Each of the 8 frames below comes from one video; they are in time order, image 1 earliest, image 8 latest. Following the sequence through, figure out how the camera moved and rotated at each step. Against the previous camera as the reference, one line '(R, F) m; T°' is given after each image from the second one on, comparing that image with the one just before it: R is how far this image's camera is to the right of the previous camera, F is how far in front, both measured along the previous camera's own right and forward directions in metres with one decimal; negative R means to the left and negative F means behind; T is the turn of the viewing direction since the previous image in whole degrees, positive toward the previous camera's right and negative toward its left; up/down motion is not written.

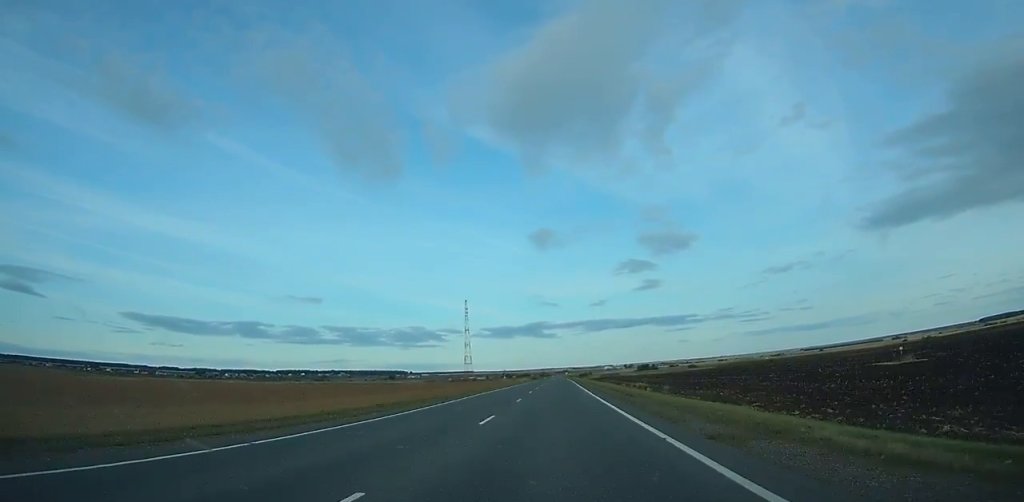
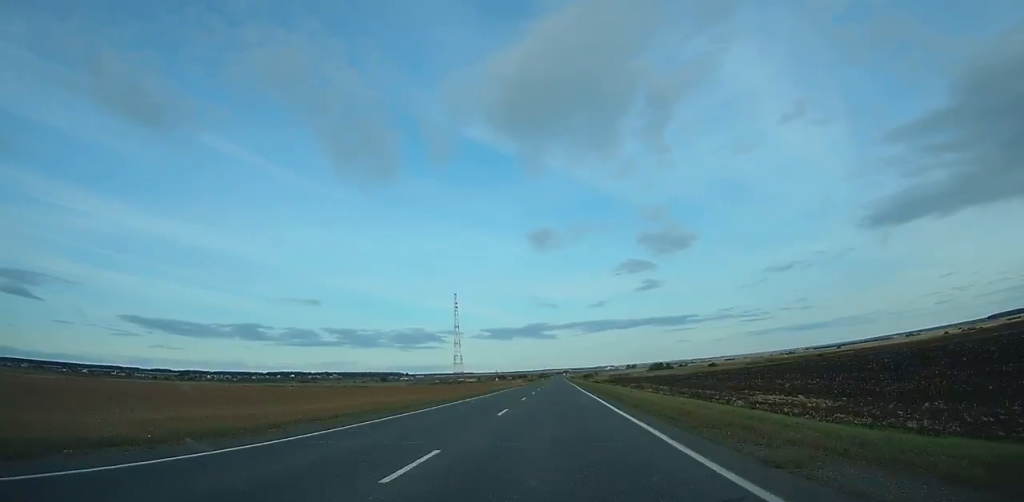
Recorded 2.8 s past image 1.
(+0.1, +82.3) m; 0°
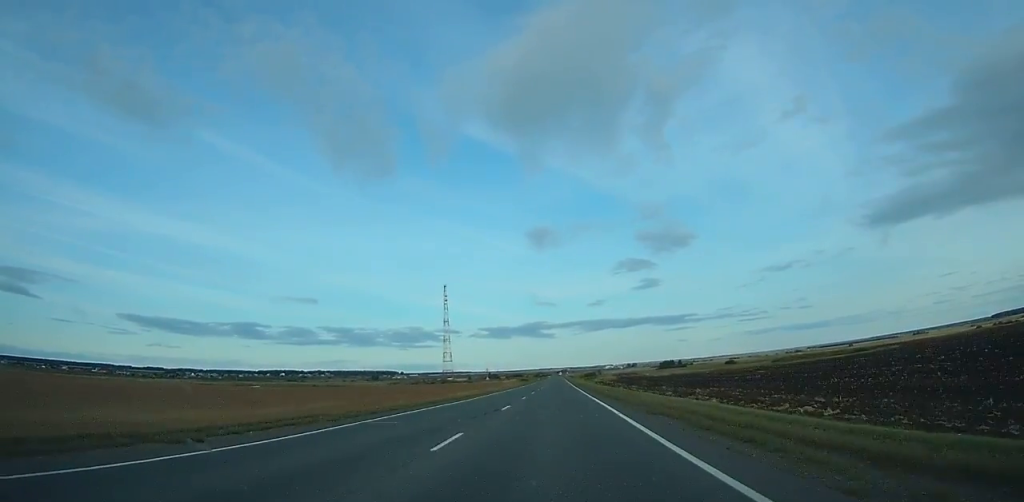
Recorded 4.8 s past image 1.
(-0.1, +57.0) m; 0°
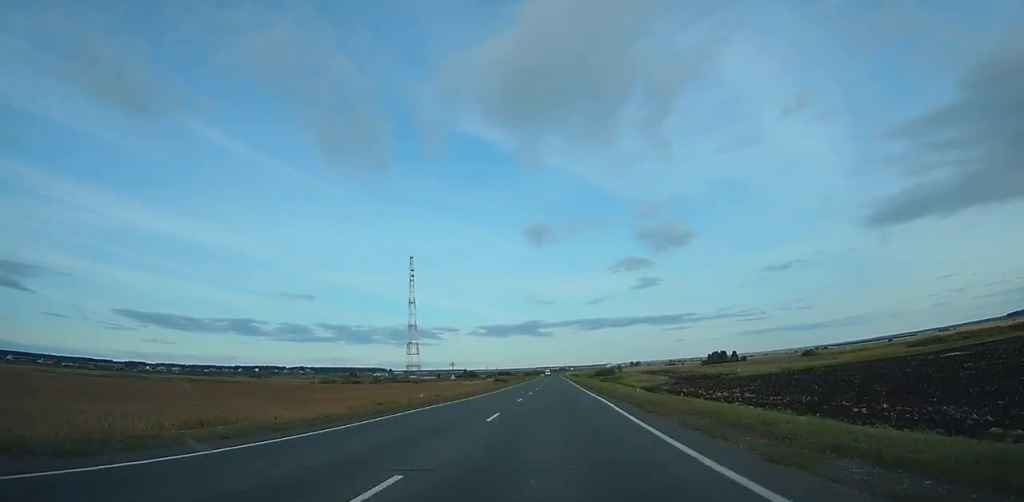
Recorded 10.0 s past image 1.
(0.0, +152.1) m; 0°
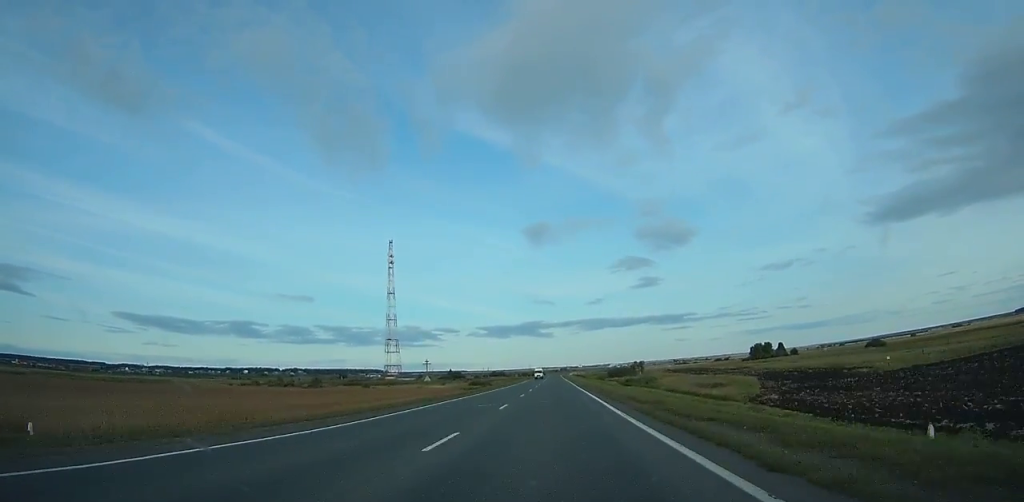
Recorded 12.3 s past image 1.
(0.0, +68.8) m; 0°
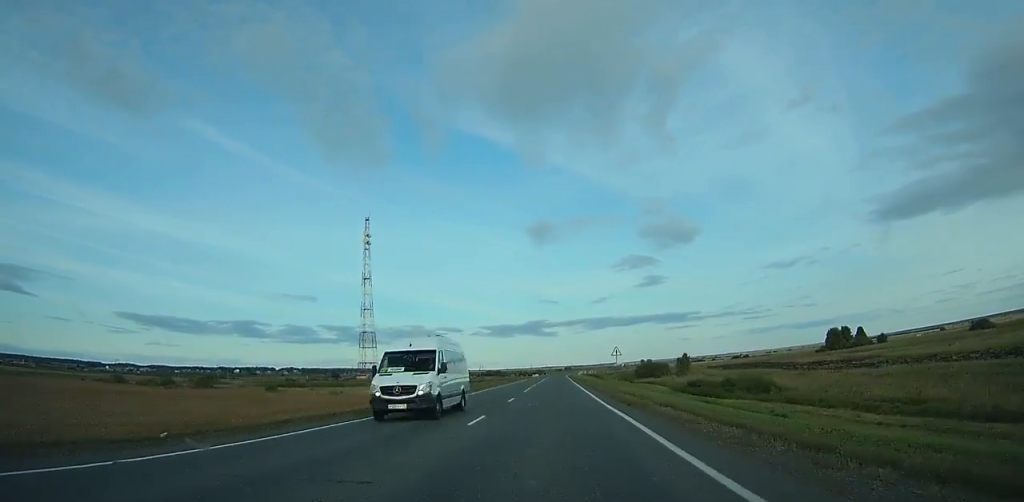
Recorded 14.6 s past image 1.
(-0.1, +67.6) m; 0°
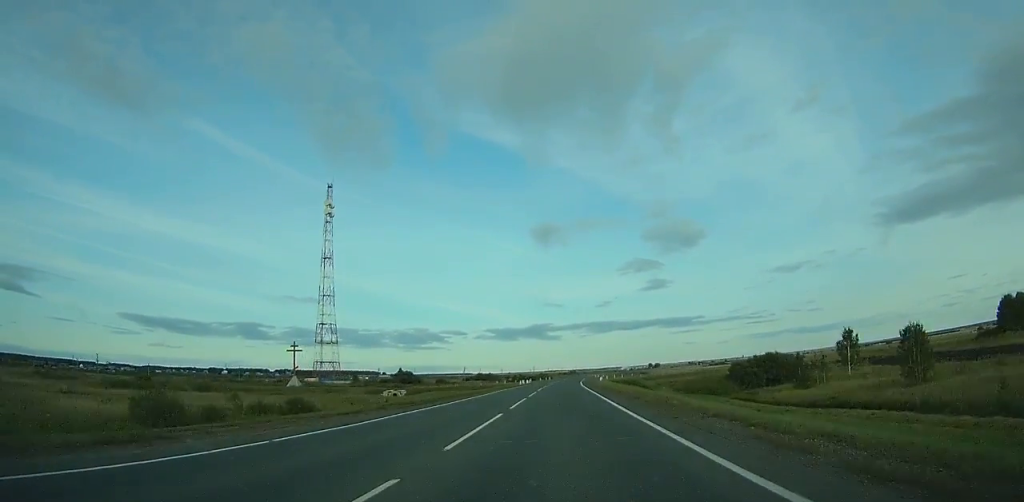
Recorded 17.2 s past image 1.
(-0.1, +78.1) m; 0°
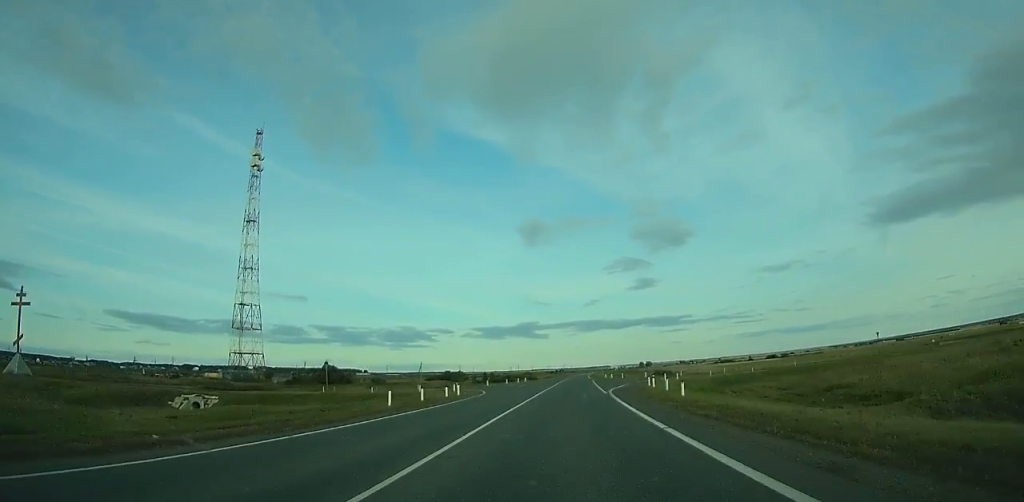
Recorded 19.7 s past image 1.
(0.0, +75.1) m; +1°
